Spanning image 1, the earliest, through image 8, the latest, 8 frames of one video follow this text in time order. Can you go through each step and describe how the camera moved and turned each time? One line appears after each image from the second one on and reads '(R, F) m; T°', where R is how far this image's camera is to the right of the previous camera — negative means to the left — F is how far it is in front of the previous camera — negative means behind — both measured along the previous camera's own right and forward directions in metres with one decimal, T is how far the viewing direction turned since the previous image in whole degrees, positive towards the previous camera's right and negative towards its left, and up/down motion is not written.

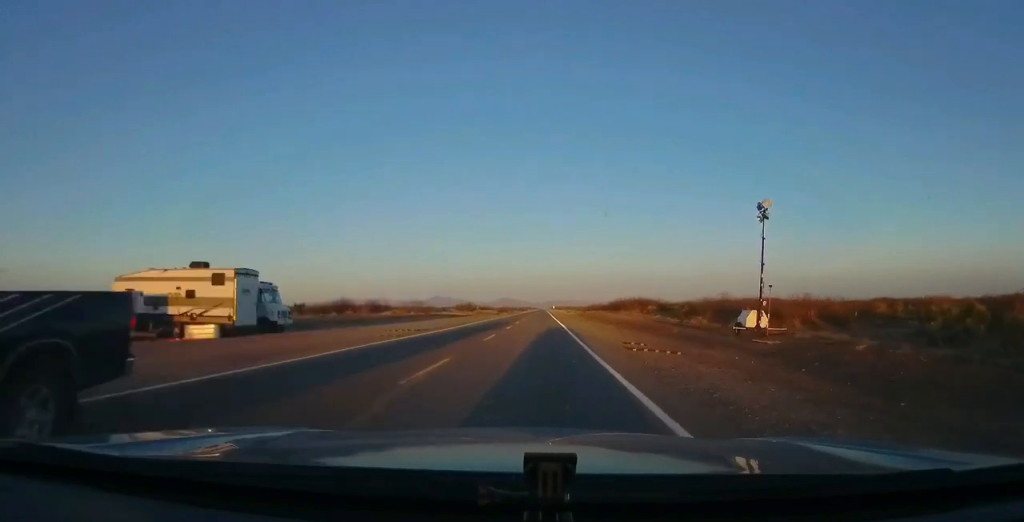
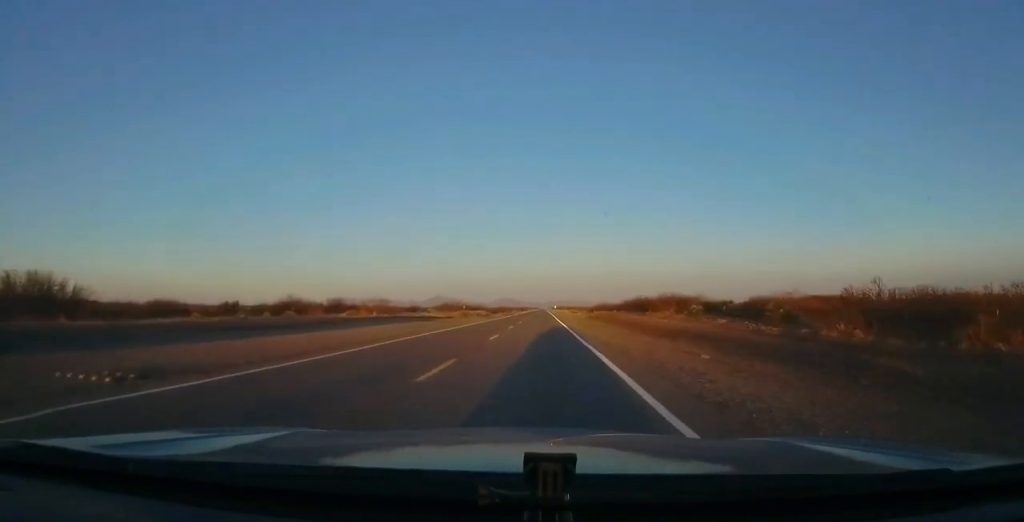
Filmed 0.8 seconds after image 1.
(+0.4, +23.4) m; +1°
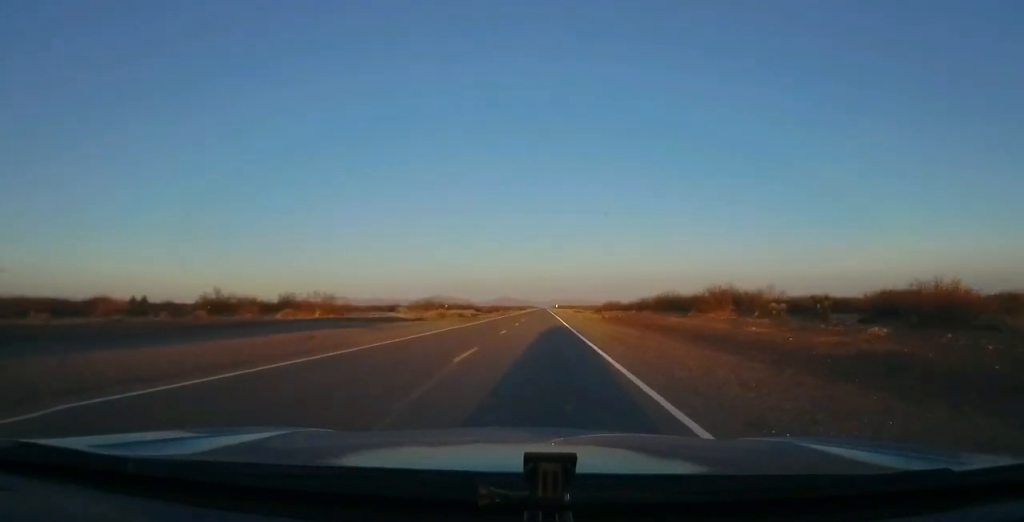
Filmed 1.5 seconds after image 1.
(+0.1, +20.4) m; 0°
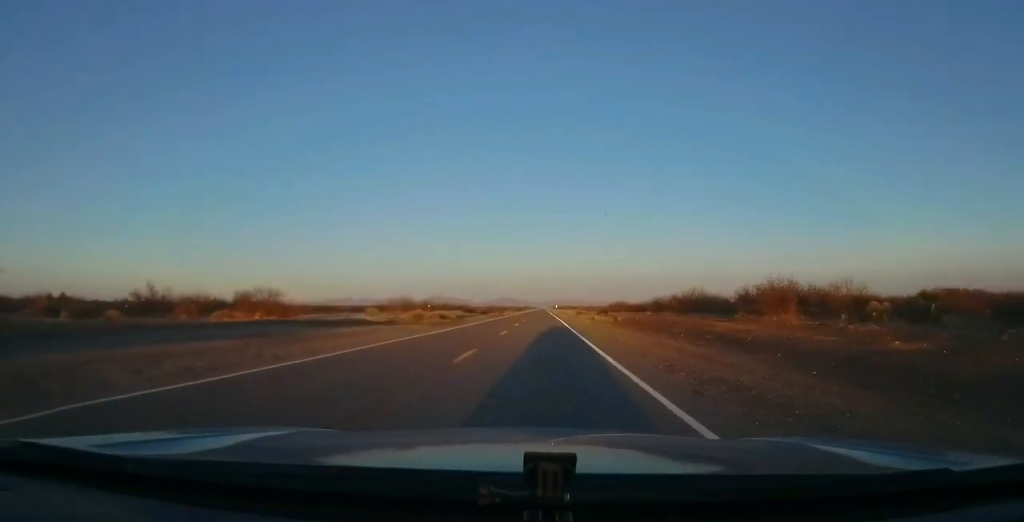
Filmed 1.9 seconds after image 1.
(+0.1, +12.7) m; -1°
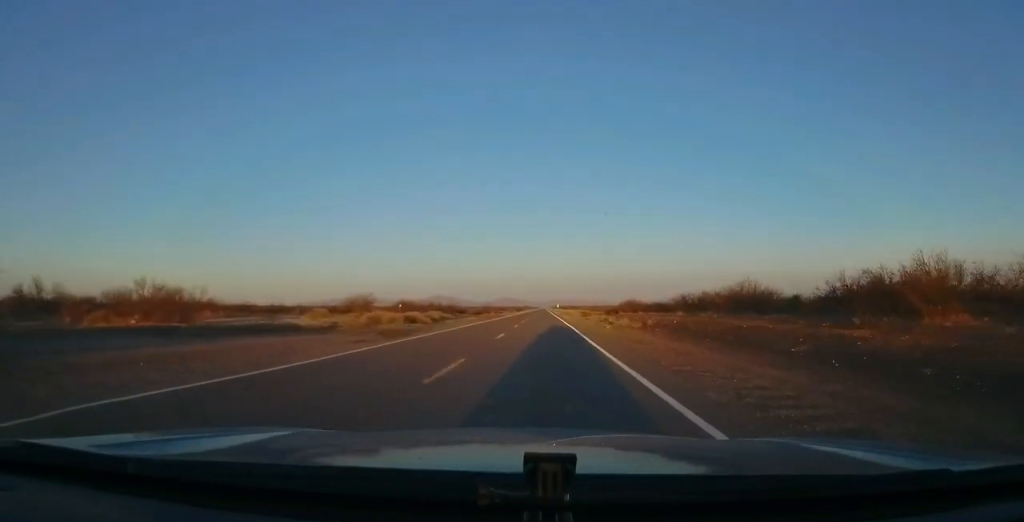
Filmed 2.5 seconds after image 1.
(-0.2, +15.5) m; 0°
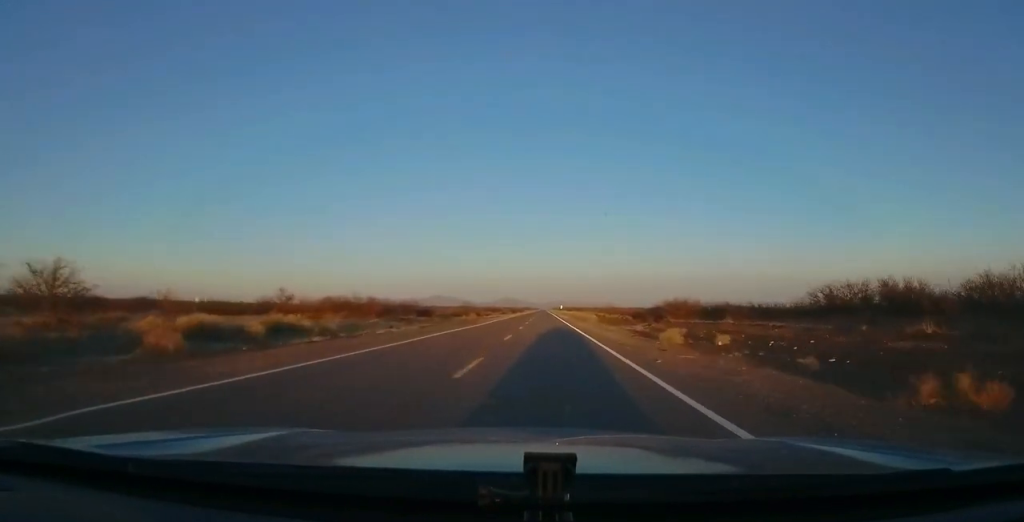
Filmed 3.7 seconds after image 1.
(0.0, +36.8) m; 0°
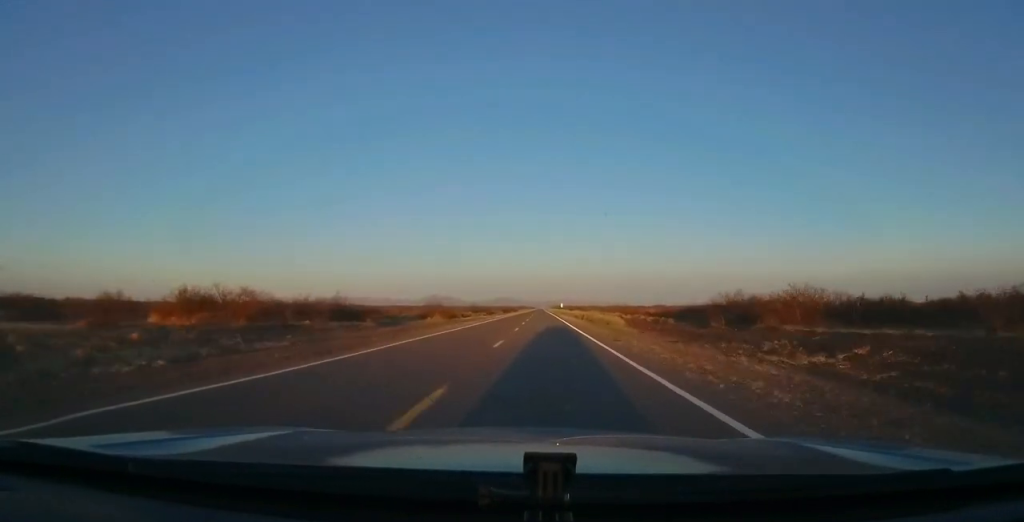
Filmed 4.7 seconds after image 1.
(-0.1, +29.1) m; 0°
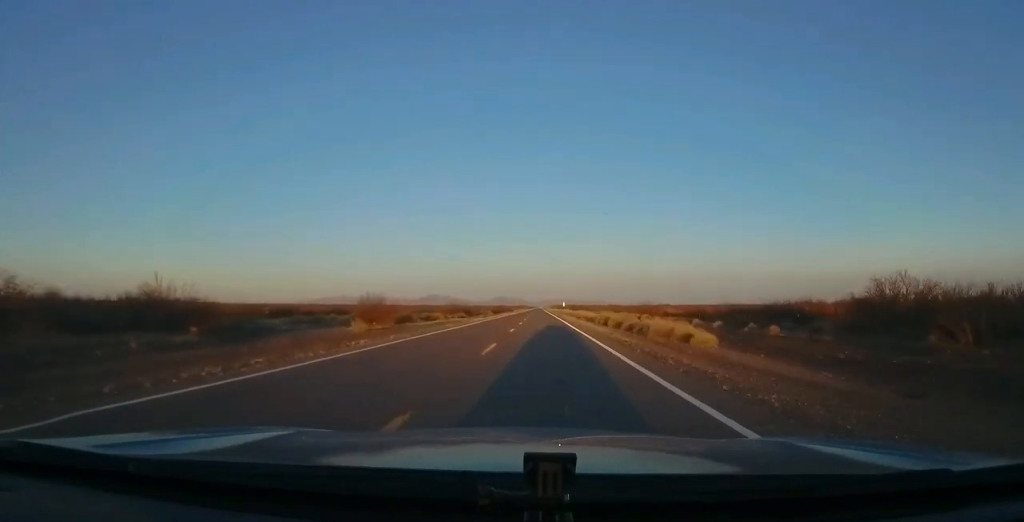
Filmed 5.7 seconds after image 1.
(+0.1, +27.1) m; +1°
